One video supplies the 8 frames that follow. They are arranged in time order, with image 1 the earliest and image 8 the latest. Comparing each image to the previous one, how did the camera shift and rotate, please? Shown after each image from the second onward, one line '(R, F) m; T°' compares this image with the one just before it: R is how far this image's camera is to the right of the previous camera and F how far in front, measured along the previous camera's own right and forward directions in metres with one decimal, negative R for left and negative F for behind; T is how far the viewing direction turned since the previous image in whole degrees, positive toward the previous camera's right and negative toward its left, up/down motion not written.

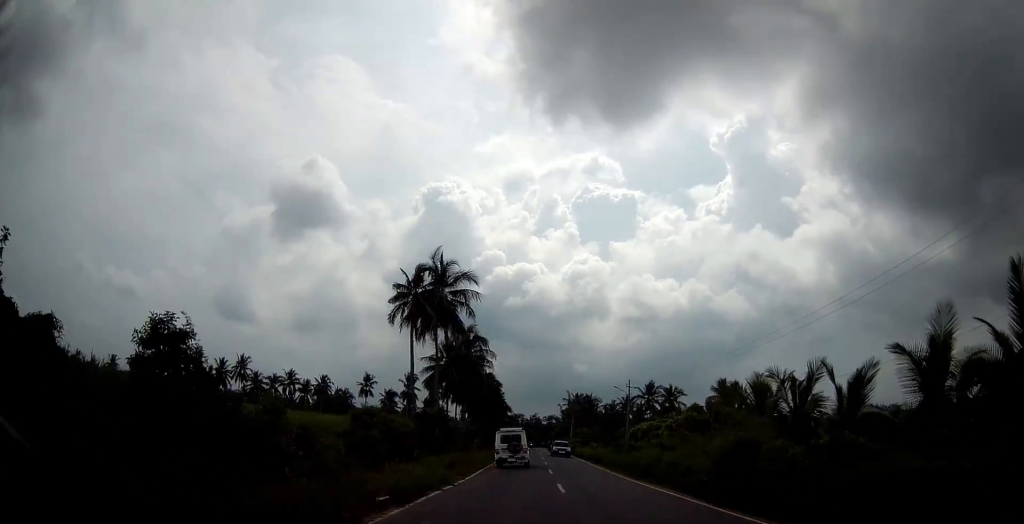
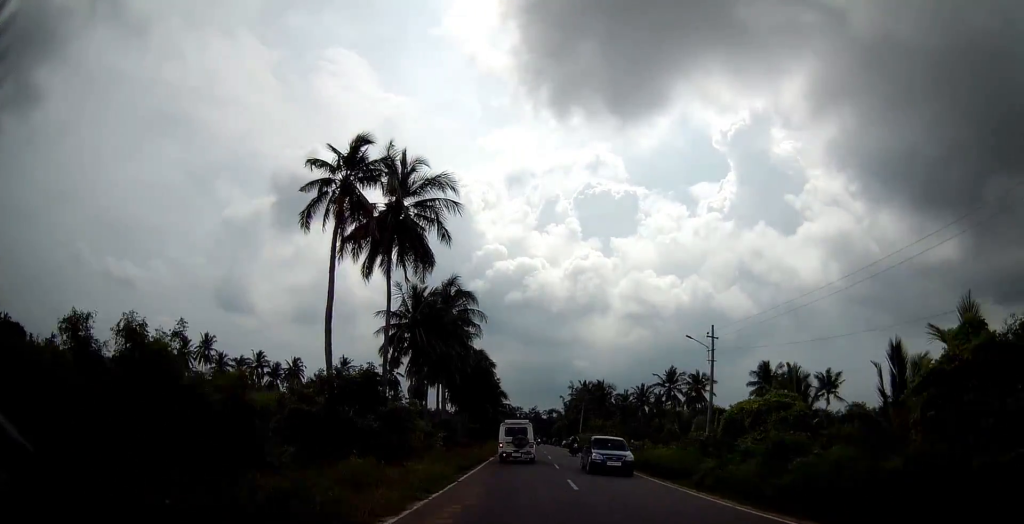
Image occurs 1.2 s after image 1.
(0.0, +19.3) m; 0°
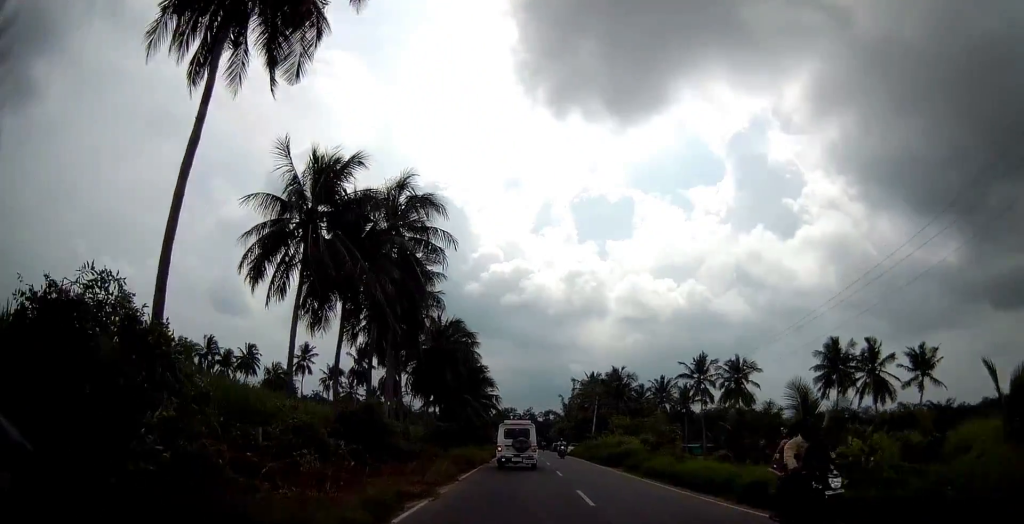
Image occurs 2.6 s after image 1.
(+0.2, +21.1) m; +1°
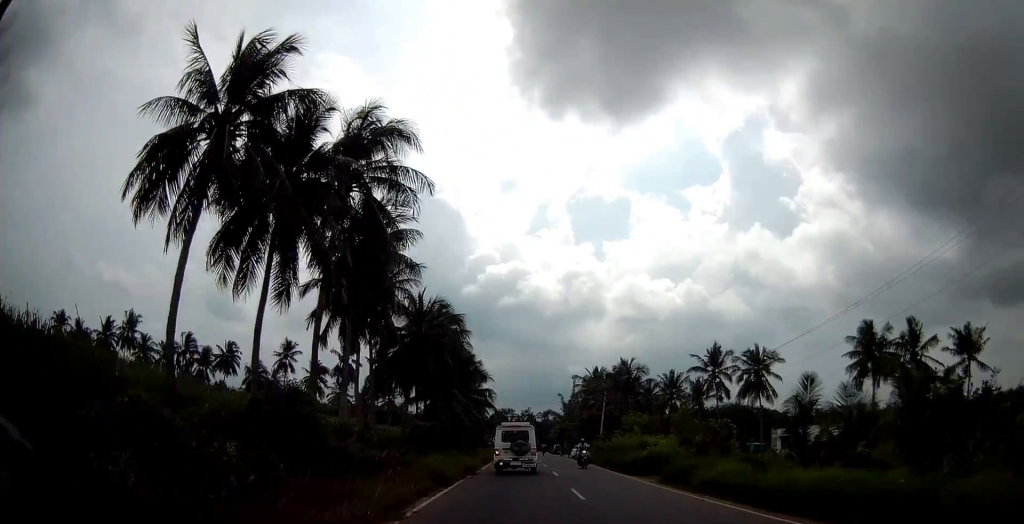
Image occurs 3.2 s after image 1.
(0.0, +7.8) m; 0°
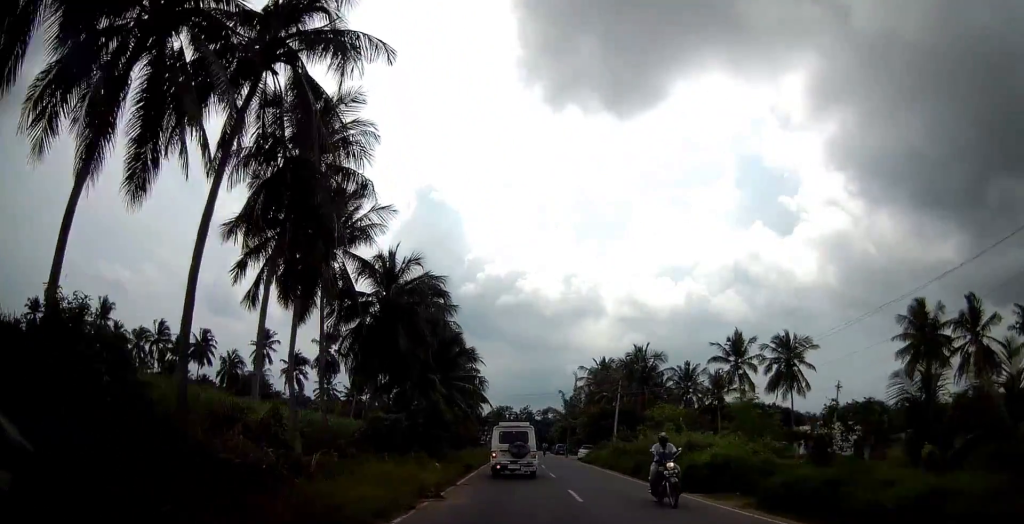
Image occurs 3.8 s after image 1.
(+0.1, +8.9) m; +1°
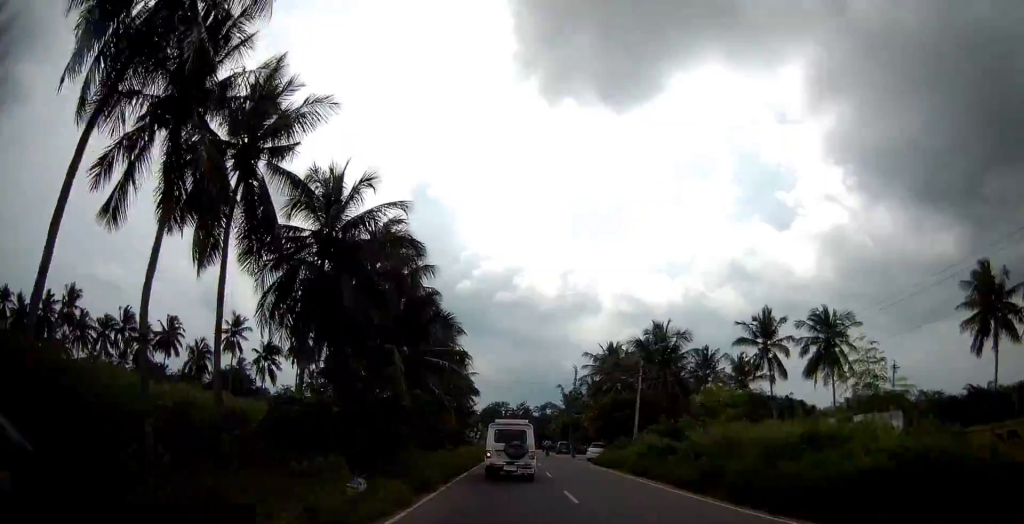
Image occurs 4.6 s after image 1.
(+0.1, +9.4) m; +1°
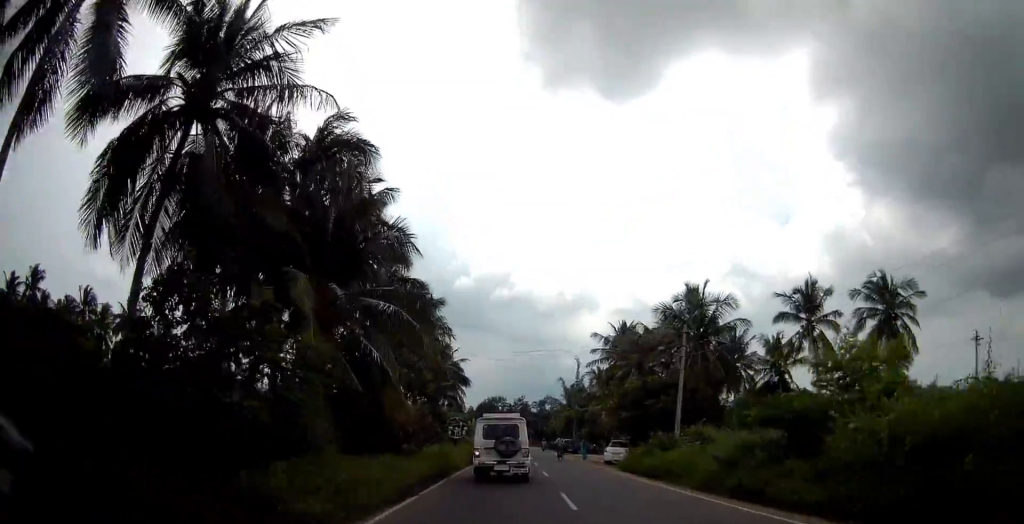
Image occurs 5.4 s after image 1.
(+0.1, +9.9) m; 0°
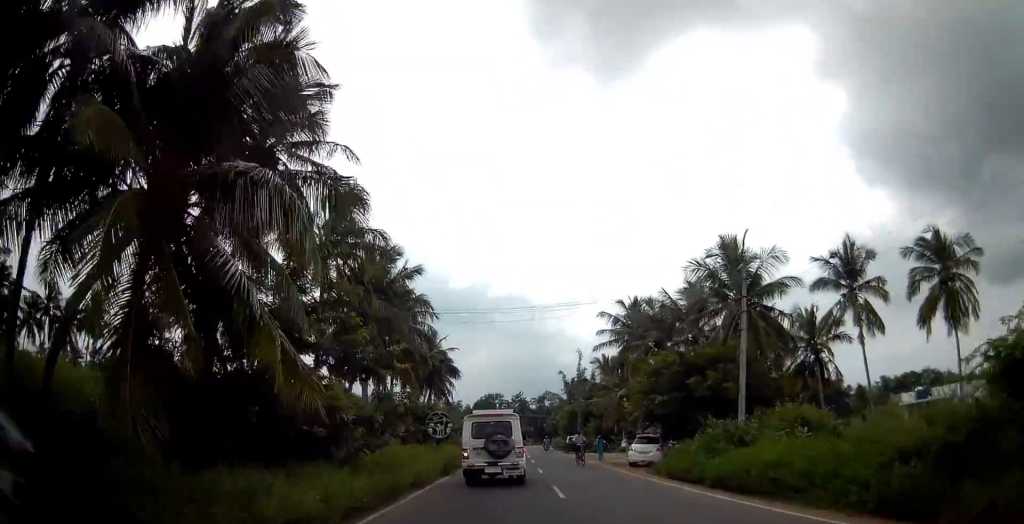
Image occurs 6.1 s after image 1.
(-0.1, +7.3) m; -1°
